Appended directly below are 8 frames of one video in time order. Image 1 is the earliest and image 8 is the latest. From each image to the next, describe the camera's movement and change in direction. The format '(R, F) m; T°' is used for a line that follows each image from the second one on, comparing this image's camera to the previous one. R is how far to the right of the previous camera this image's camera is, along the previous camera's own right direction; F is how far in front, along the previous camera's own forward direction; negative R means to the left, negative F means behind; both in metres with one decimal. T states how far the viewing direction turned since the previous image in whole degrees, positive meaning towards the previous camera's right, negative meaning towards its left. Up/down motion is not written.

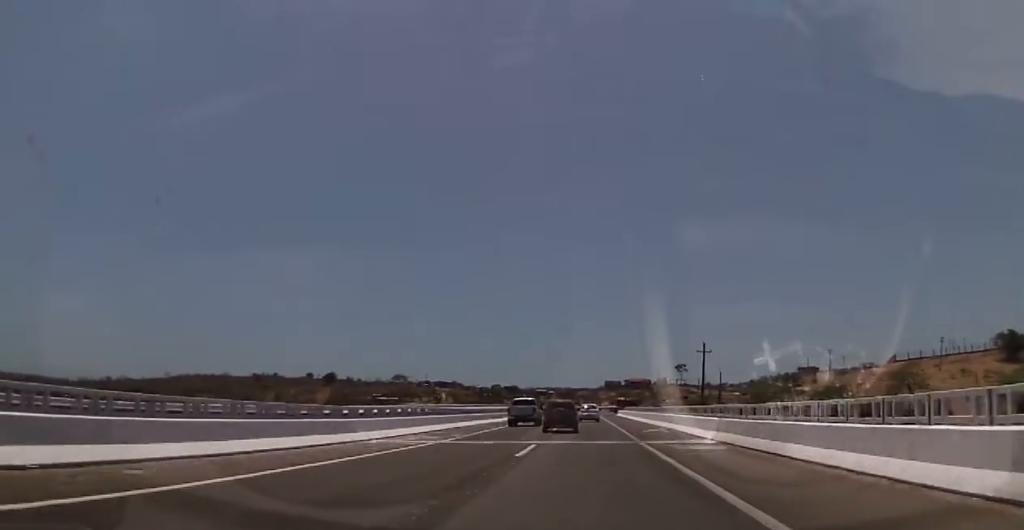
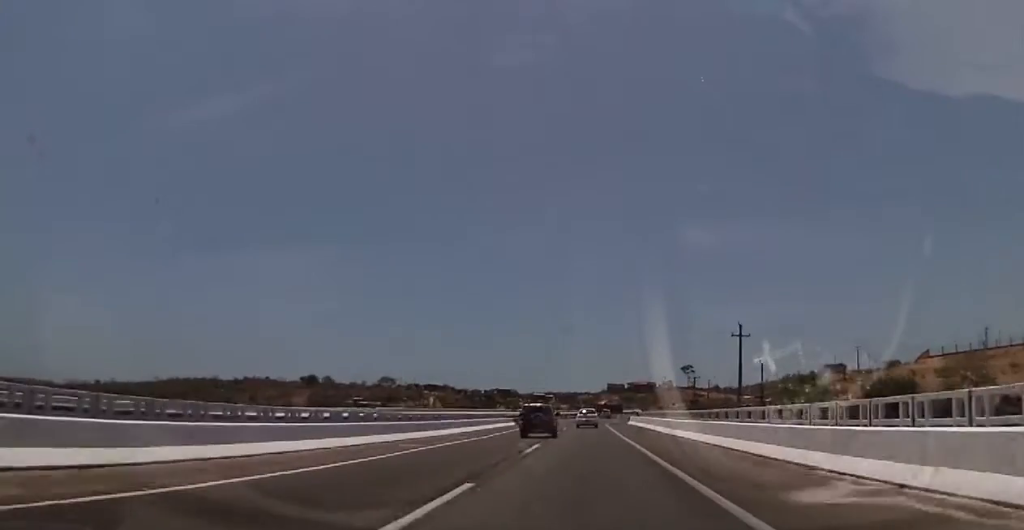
(+0.2, +28.2) m; +1°
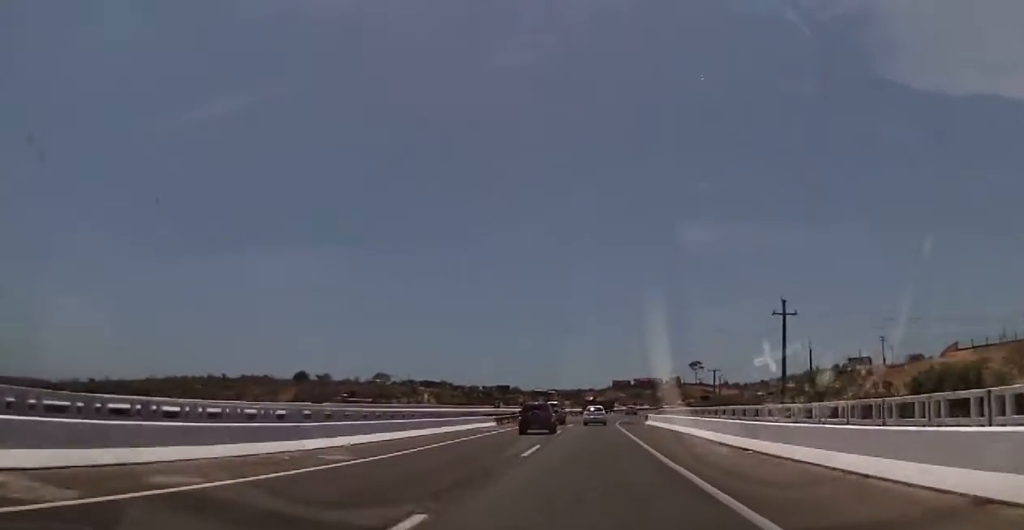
(0.0, +19.1) m; 0°
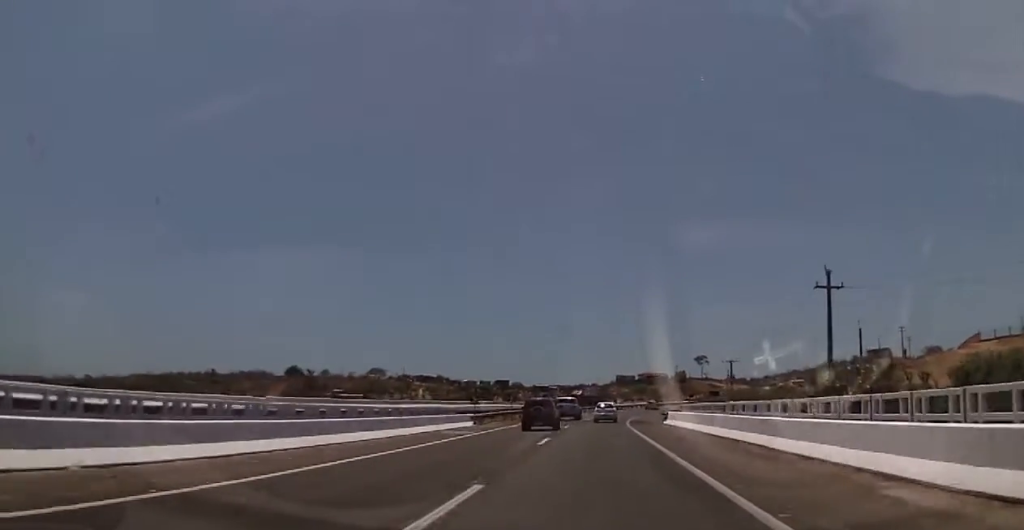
(0.0, +13.5) m; 0°
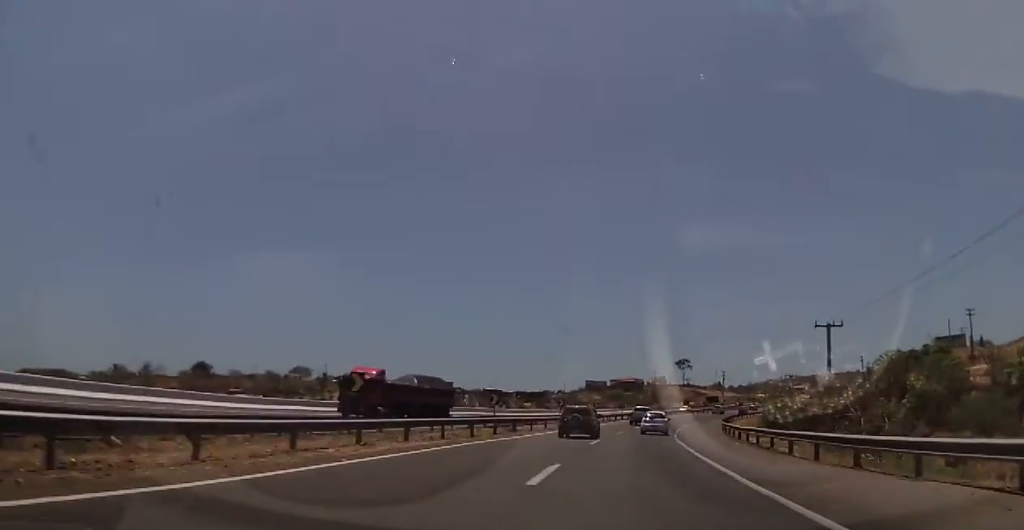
(0.0, +60.1) m; 0°
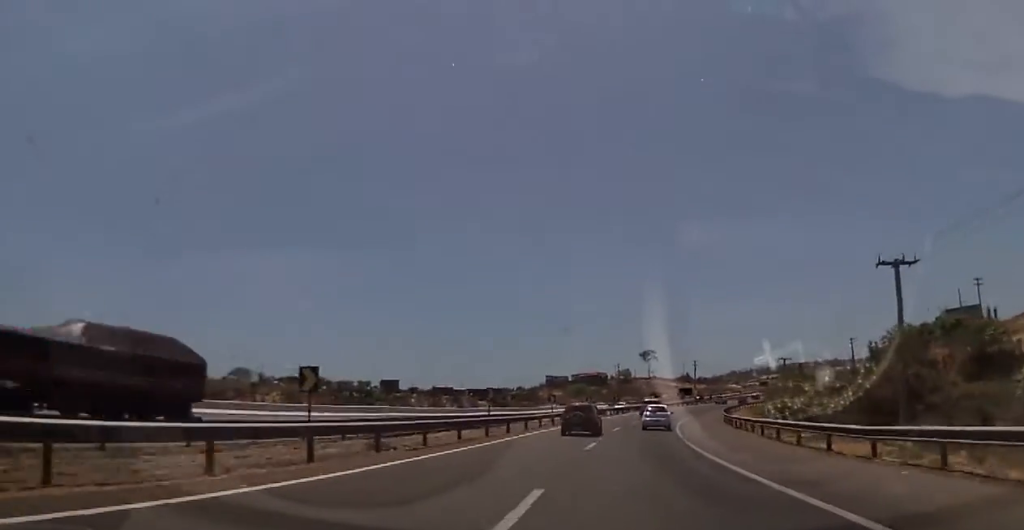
(0.0, +22.4) m; +1°
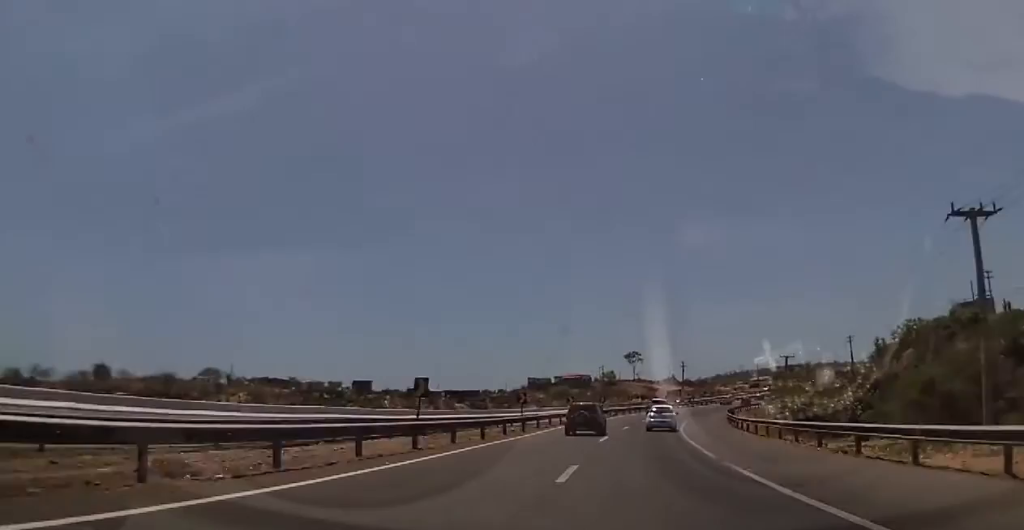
(-0.1, +11.7) m; +1°
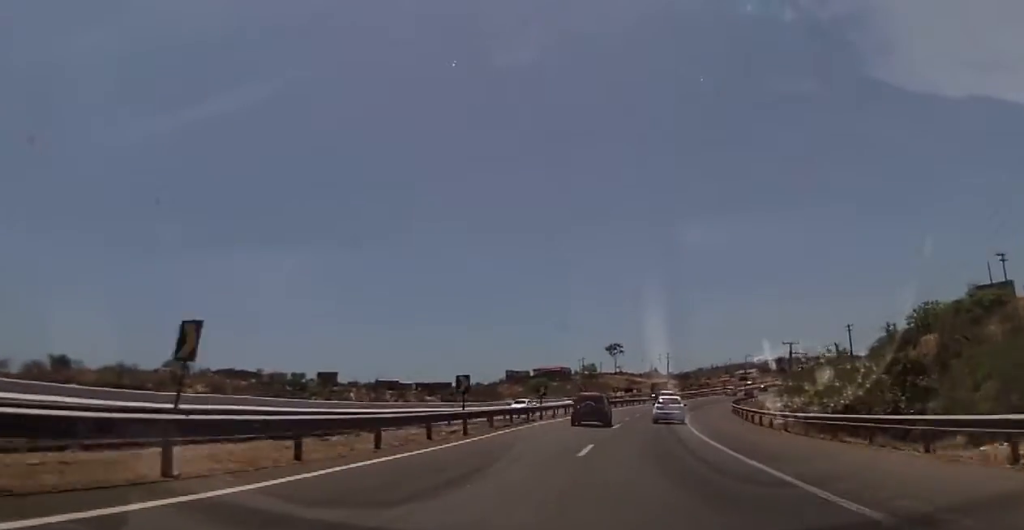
(+0.4, +14.6) m; +2°
